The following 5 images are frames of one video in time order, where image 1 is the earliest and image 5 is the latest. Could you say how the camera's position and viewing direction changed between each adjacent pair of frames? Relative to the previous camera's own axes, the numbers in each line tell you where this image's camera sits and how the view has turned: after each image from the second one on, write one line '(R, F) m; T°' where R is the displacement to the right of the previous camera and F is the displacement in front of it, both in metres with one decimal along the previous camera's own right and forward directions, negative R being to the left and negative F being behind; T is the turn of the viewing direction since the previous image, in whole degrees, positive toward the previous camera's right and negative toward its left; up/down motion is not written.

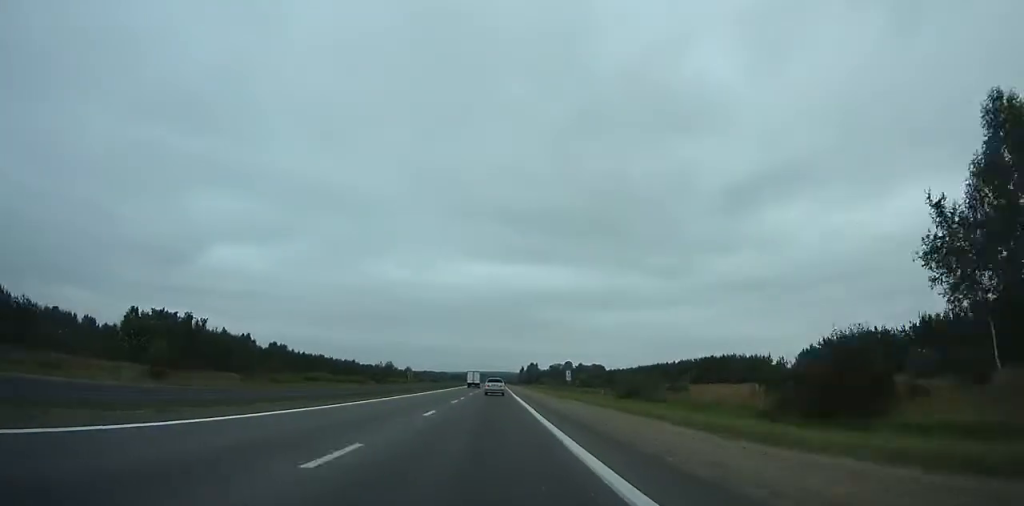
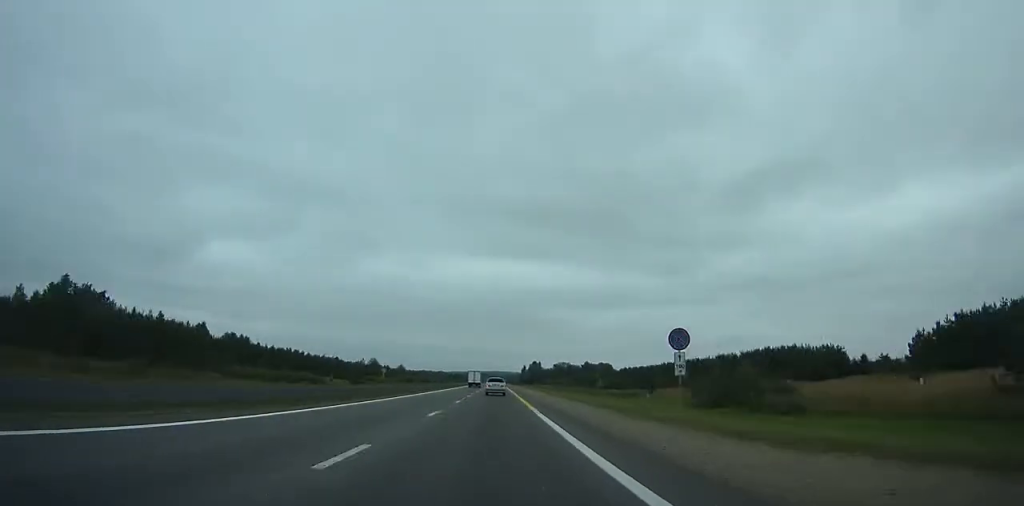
(+0.2, +36.1) m; 0°
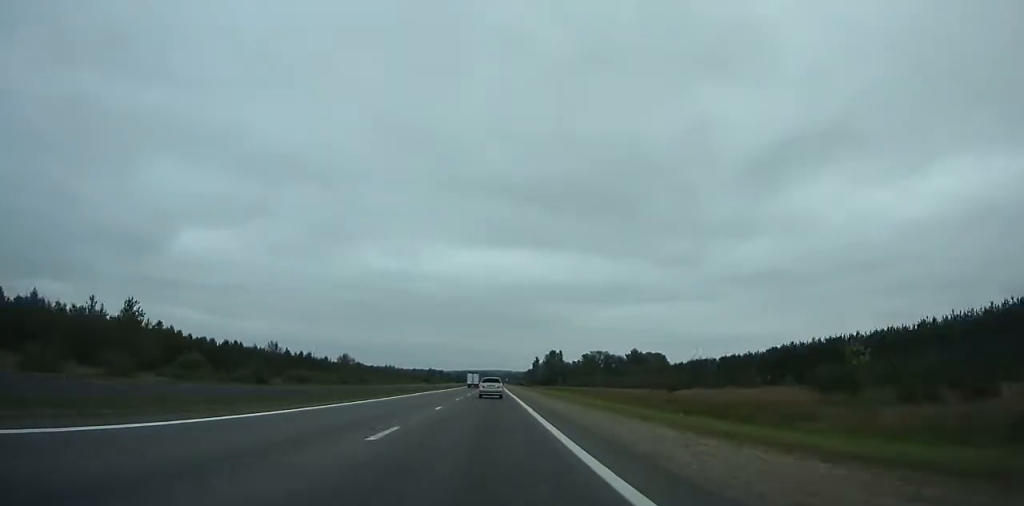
(+0.5, +163.4) m; 0°
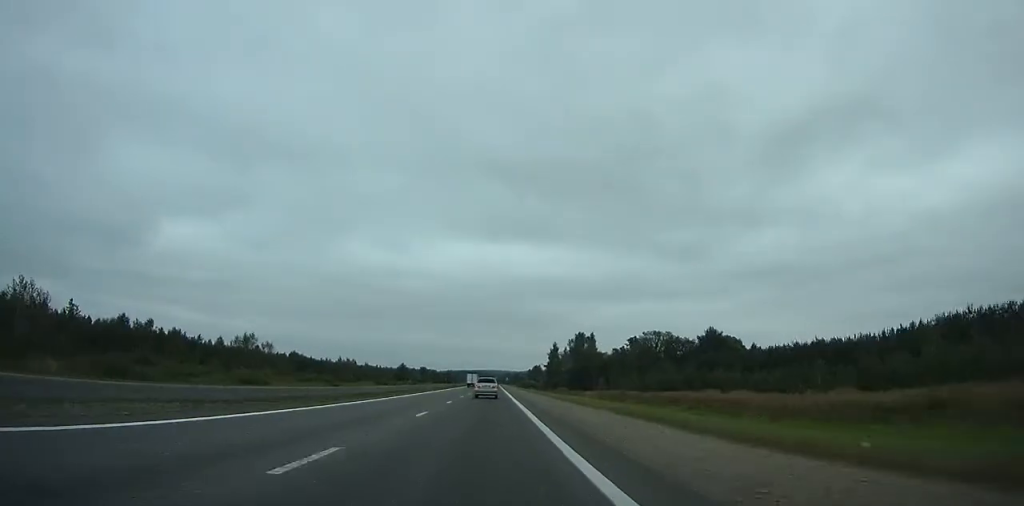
(+0.1, +116.0) m; 0°
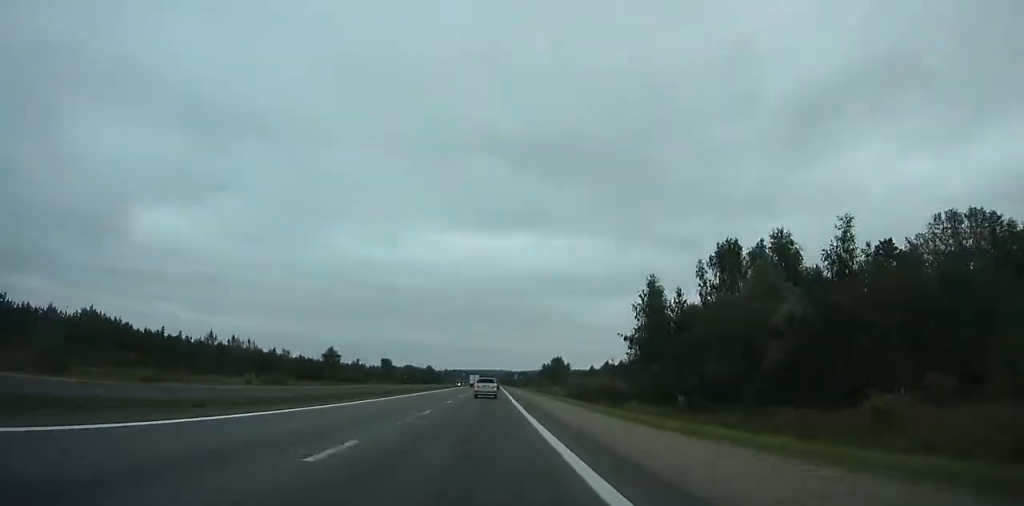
(+0.2, +134.2) m; 0°
